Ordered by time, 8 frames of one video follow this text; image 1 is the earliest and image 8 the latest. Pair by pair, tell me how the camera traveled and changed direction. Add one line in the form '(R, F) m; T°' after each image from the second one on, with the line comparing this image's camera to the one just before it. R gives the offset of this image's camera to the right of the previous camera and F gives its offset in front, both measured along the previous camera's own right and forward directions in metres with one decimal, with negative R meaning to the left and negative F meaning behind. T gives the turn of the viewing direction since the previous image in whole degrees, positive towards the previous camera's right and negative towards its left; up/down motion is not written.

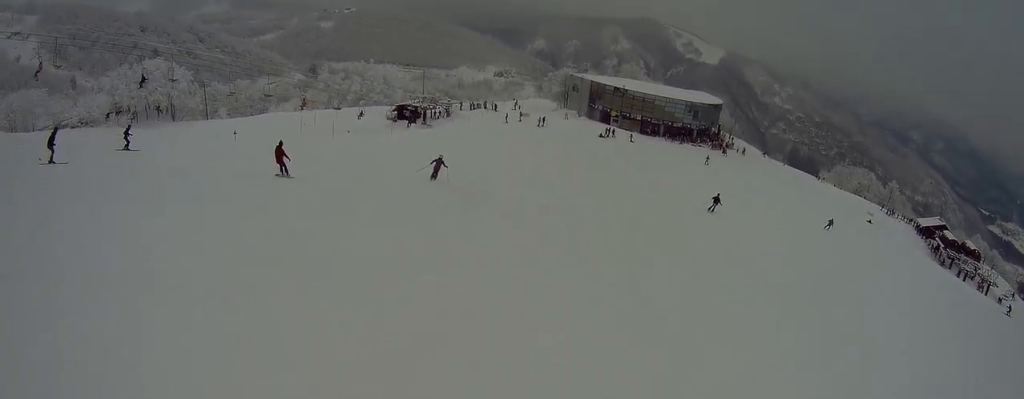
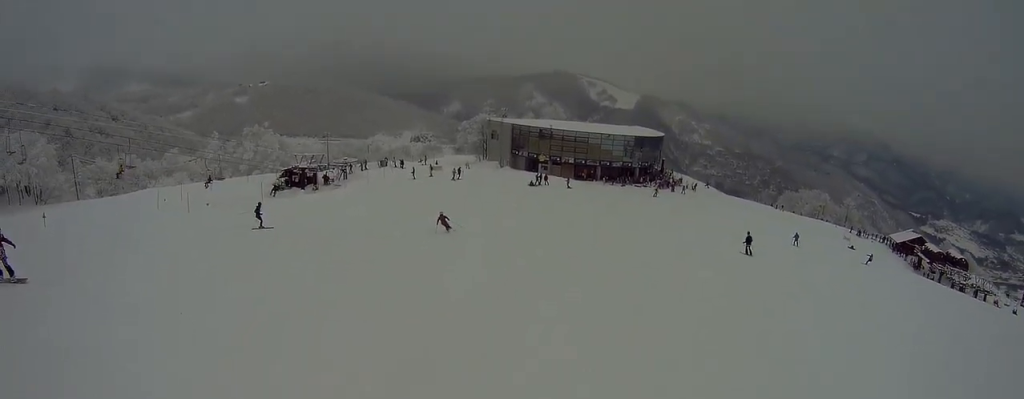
(+0.7, +20.3) m; -1°
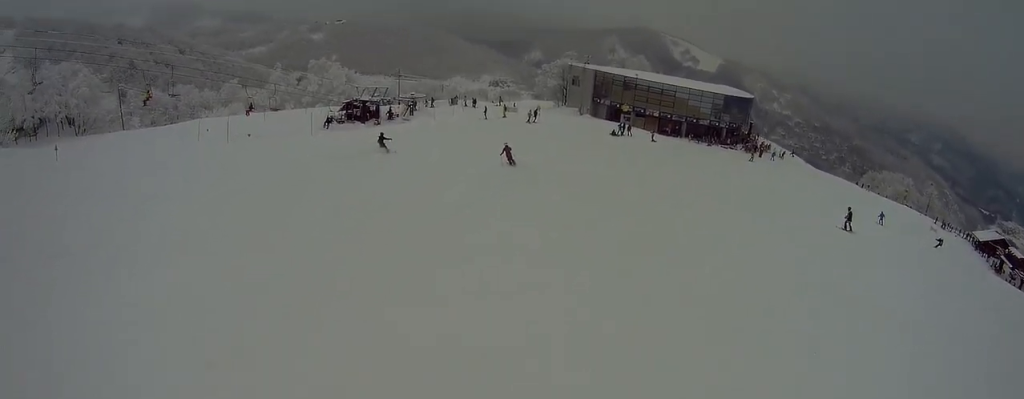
(-0.2, +6.3) m; -1°
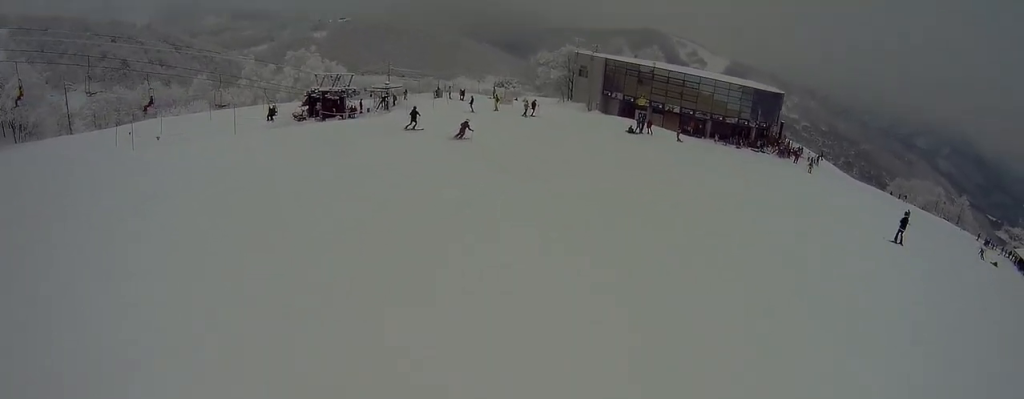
(+0.2, +14.2) m; -1°
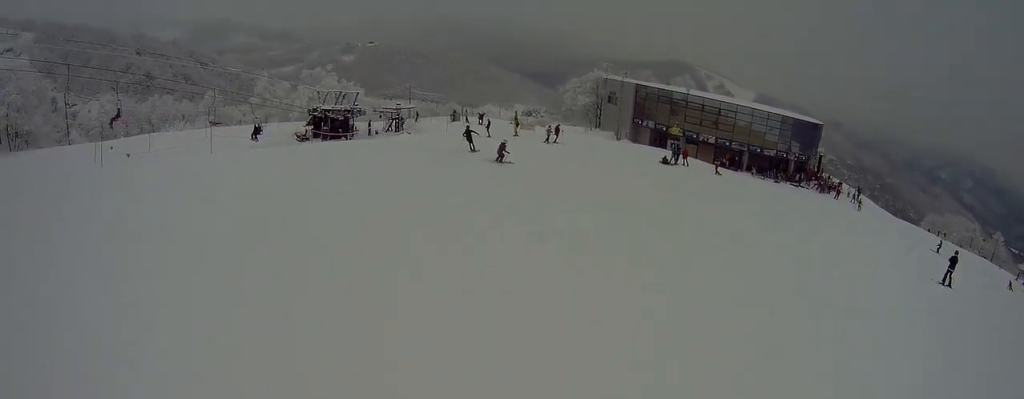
(+0.7, +6.2) m; -3°
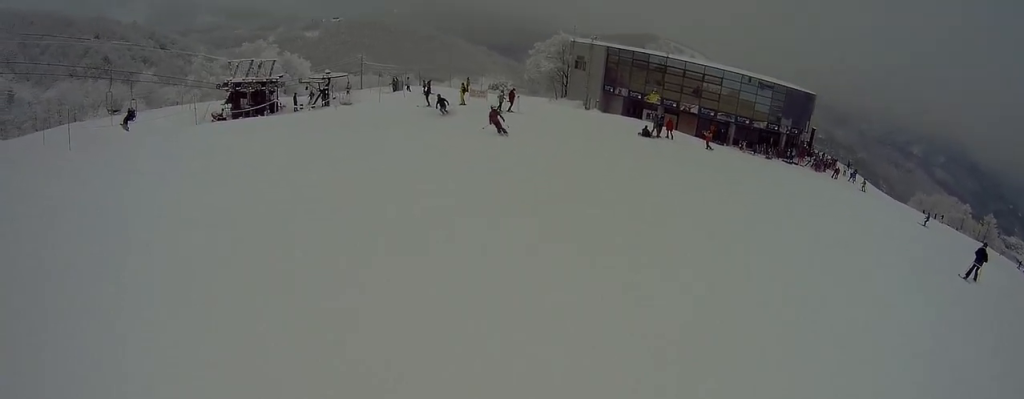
(-1.3, +9.2) m; -7°
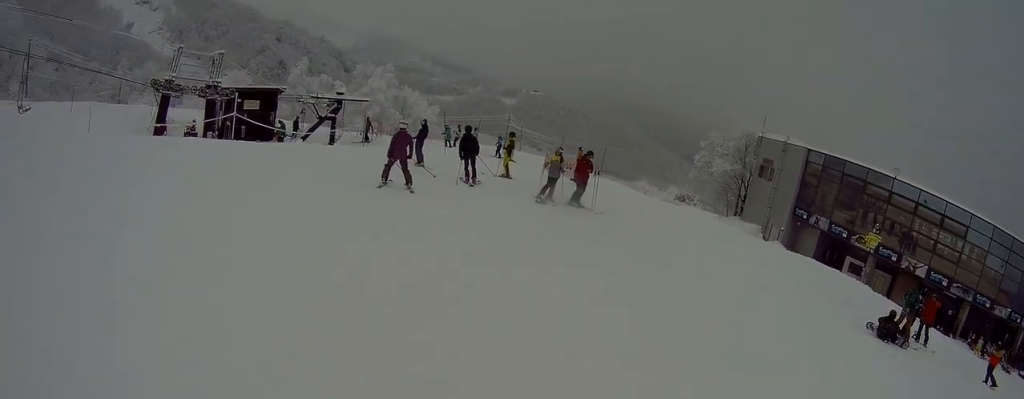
(-1.0, +22.6) m; -9°
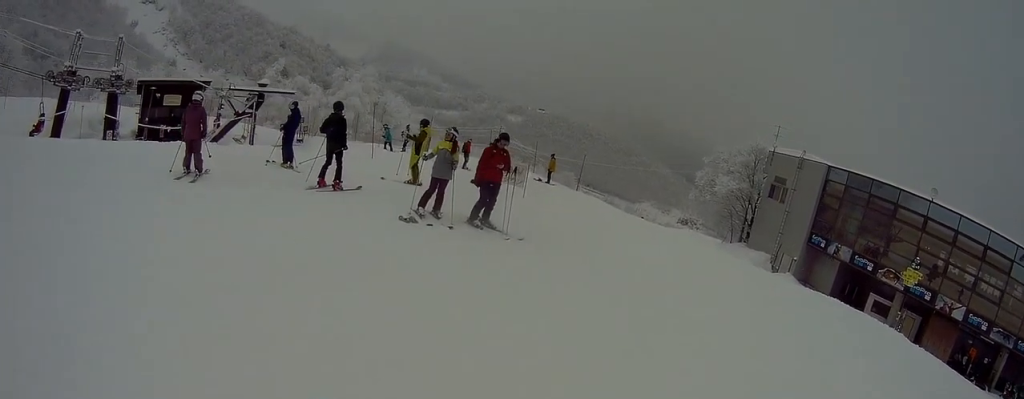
(-0.1, +5.9) m; -8°
